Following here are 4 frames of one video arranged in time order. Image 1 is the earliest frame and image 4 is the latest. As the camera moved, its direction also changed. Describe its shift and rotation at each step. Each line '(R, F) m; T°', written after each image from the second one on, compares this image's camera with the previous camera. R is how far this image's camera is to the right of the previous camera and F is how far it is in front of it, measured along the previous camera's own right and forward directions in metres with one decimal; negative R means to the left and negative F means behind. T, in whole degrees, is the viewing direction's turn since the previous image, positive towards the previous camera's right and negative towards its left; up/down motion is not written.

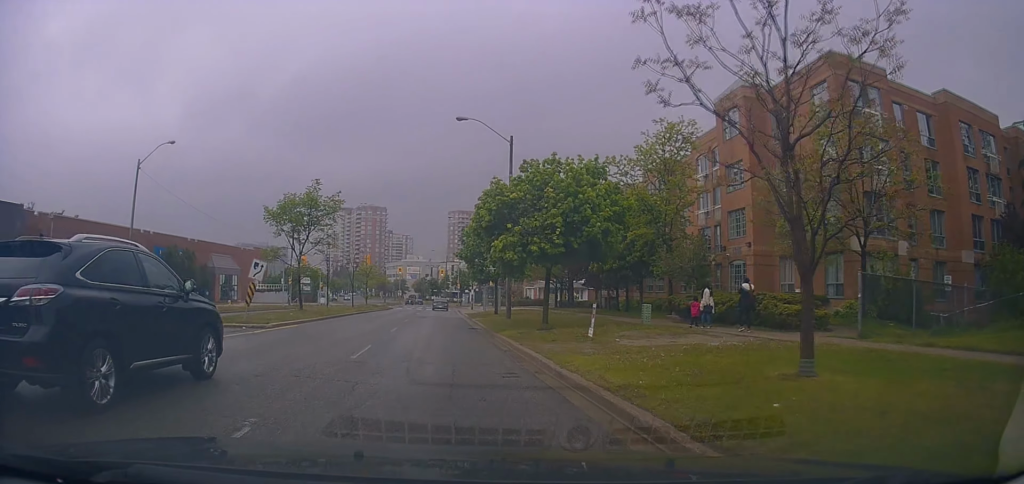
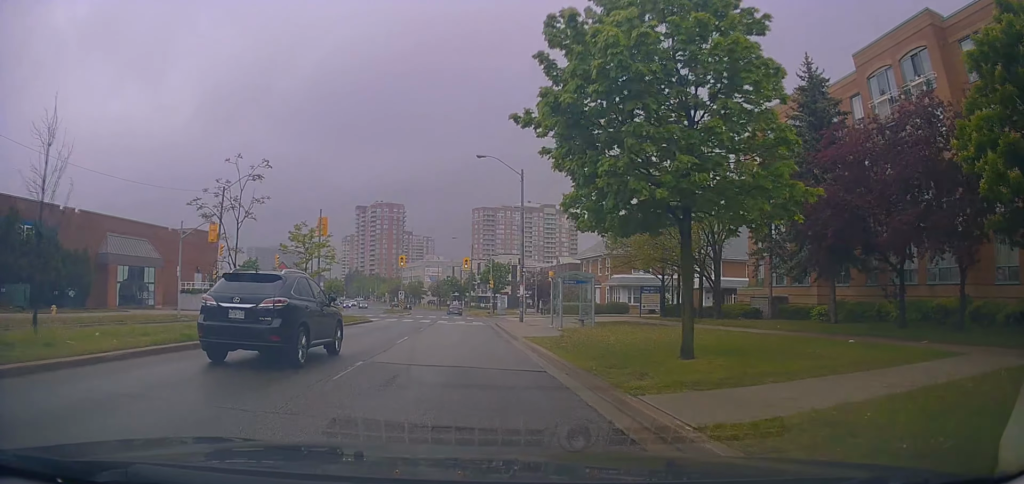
(0.0, +30.9) m; -2°
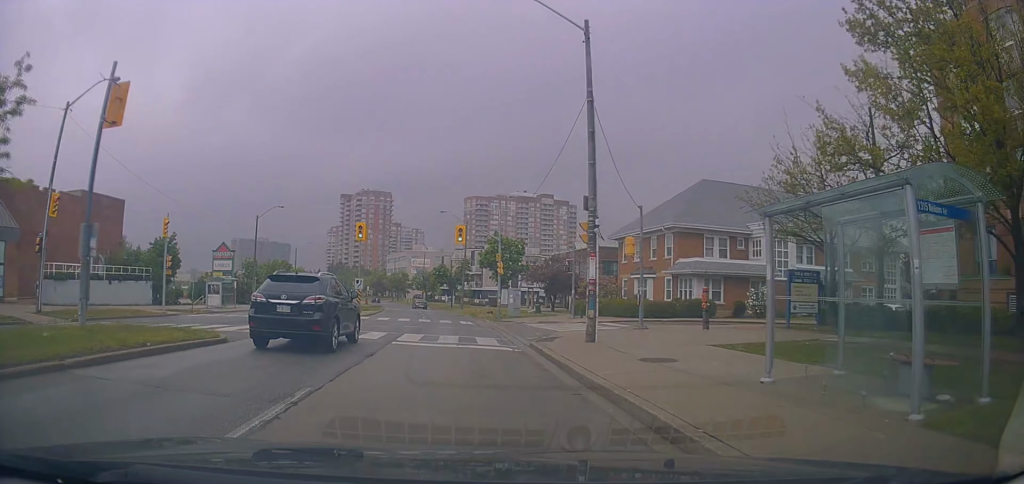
(-0.1, +21.2) m; +1°
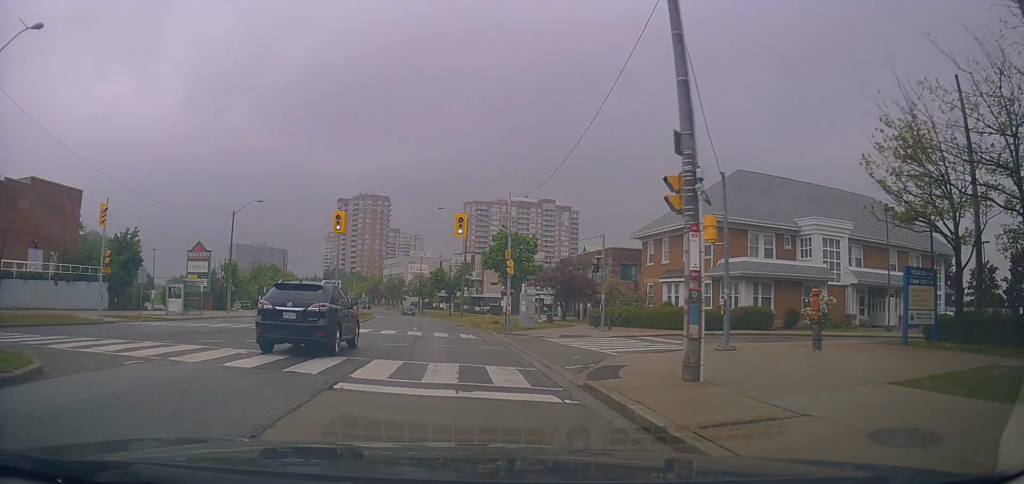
(-0.3, +7.4) m; +2°
